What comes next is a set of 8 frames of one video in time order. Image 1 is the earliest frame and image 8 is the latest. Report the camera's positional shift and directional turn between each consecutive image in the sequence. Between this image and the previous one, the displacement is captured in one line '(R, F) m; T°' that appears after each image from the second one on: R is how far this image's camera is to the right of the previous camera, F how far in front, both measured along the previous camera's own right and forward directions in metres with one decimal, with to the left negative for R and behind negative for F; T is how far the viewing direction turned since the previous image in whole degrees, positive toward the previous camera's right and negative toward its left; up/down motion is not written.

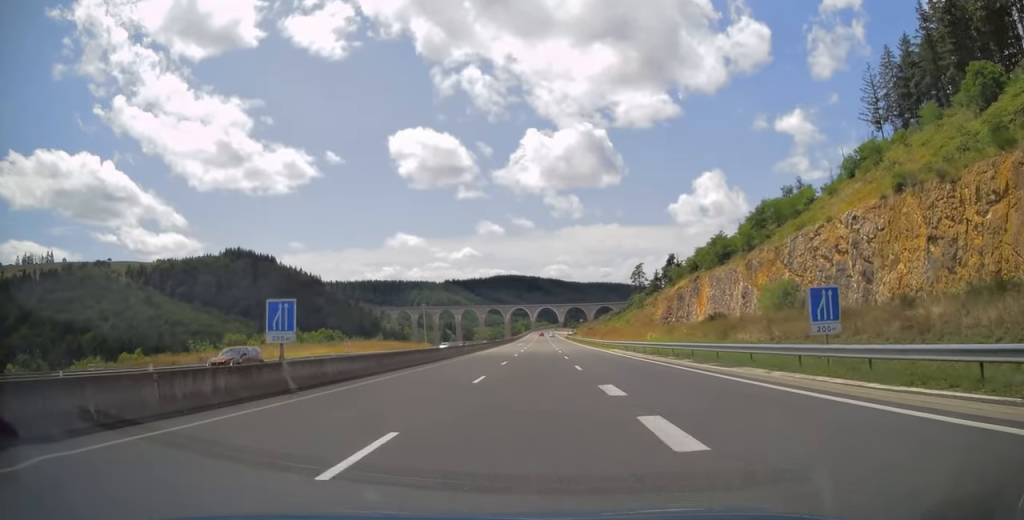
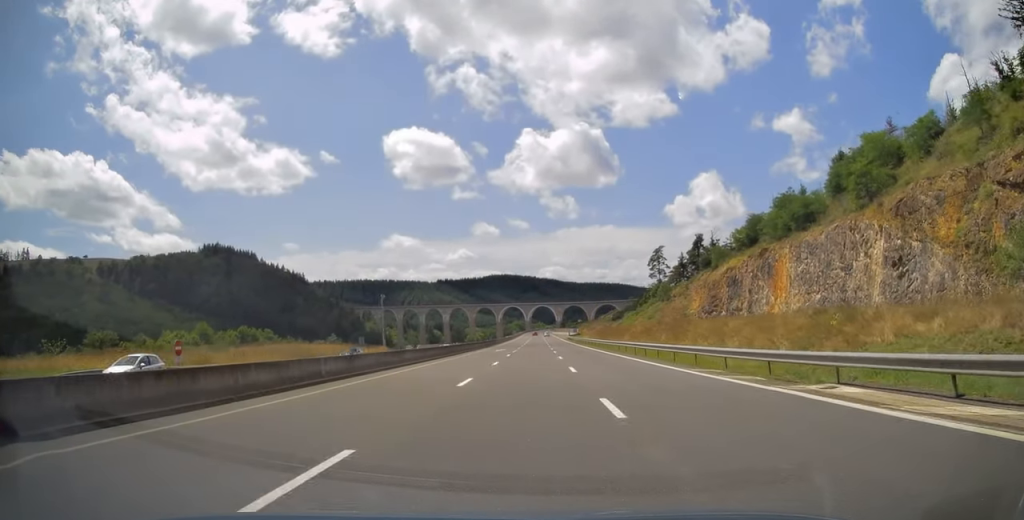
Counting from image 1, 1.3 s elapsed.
(0.0, +40.3) m; 0°
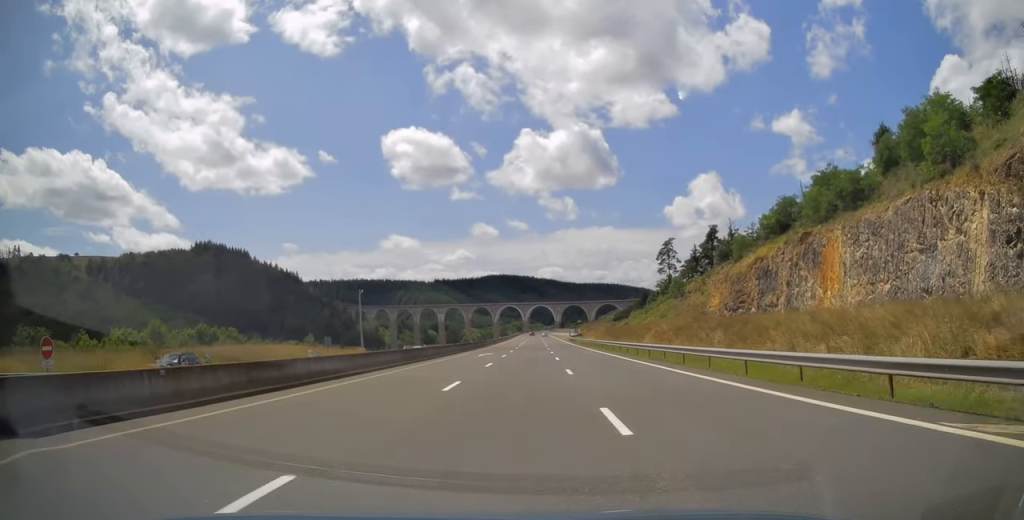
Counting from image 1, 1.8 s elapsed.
(0.0, +14.5) m; 0°
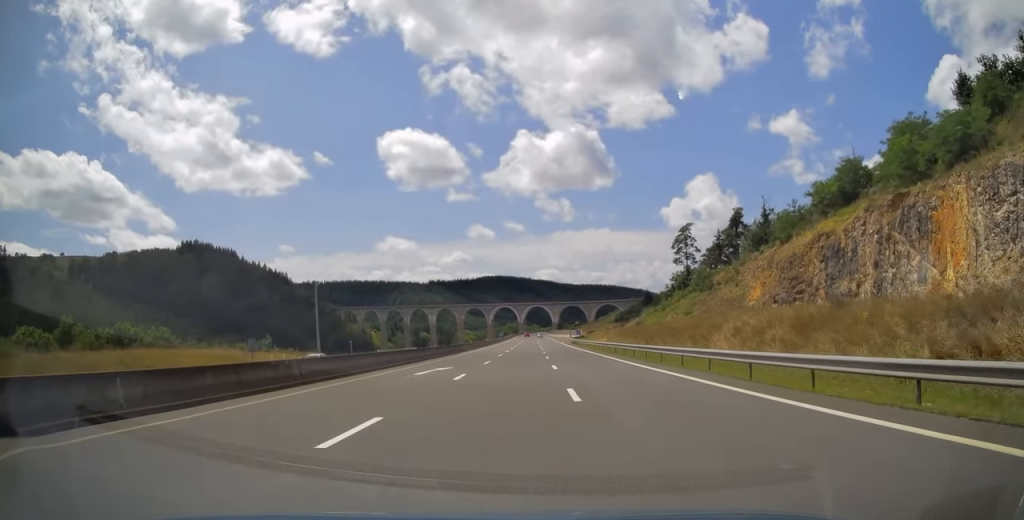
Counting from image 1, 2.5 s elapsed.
(0.0, +21.2) m; 0°
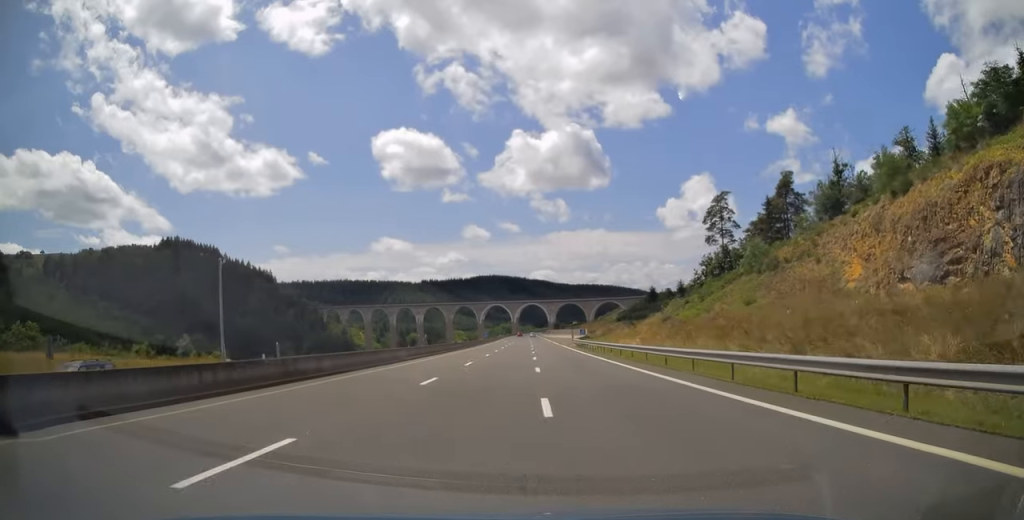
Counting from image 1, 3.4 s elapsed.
(+0.1, +28.5) m; +1°
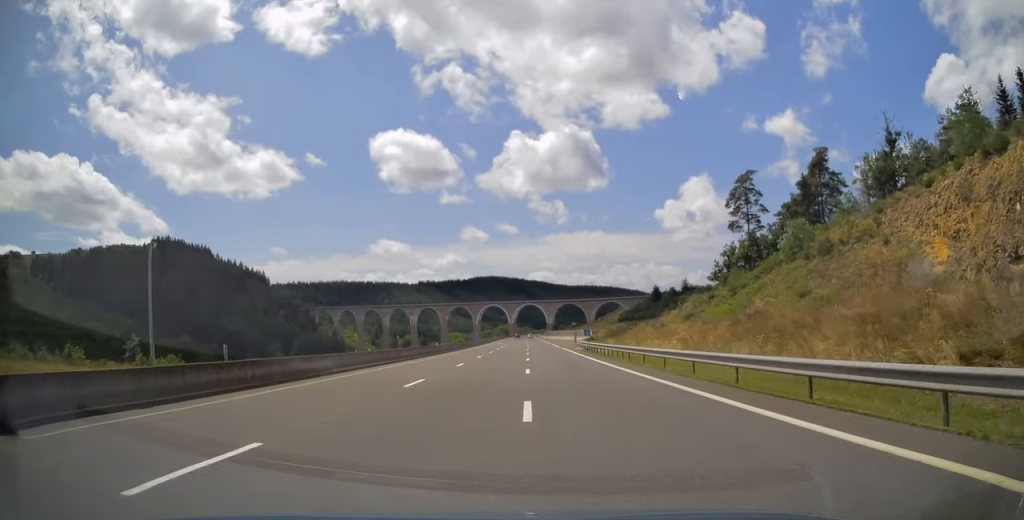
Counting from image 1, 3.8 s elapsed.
(0.0, +13.4) m; 0°
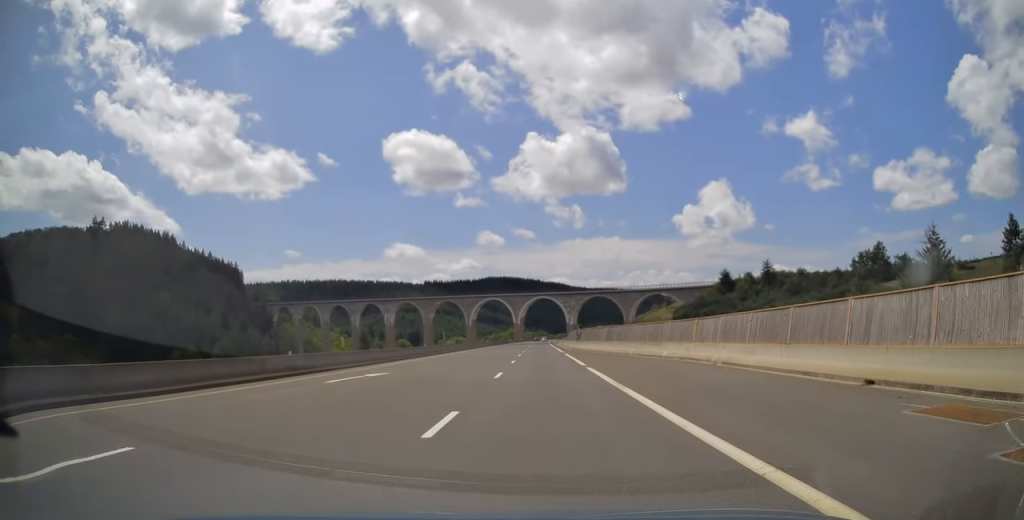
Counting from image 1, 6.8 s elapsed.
(+0.1, +92.5) m; -1°
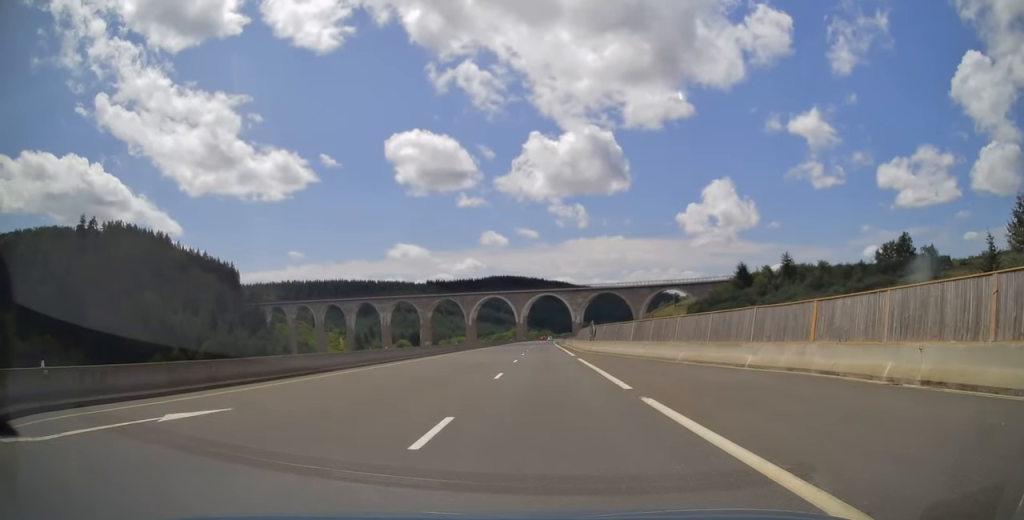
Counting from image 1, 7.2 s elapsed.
(-0.1, +13.9) m; 0°
